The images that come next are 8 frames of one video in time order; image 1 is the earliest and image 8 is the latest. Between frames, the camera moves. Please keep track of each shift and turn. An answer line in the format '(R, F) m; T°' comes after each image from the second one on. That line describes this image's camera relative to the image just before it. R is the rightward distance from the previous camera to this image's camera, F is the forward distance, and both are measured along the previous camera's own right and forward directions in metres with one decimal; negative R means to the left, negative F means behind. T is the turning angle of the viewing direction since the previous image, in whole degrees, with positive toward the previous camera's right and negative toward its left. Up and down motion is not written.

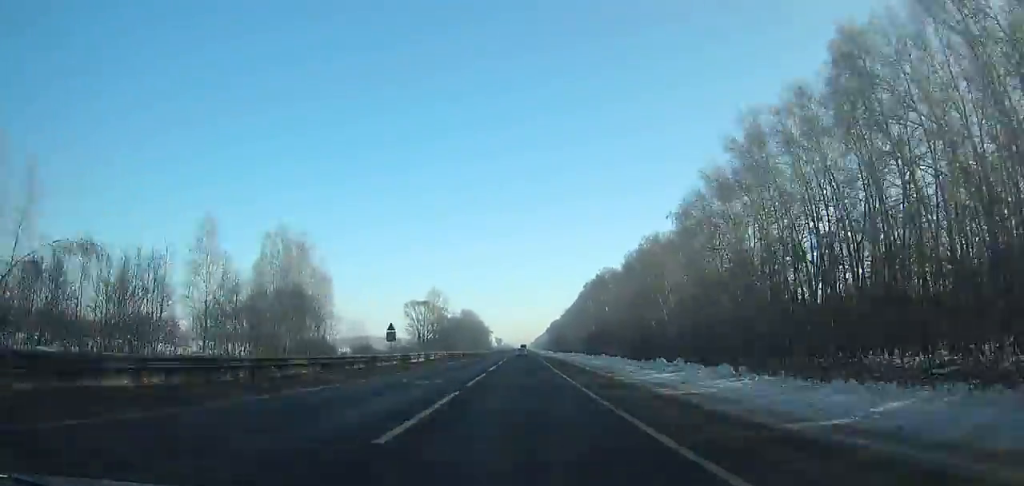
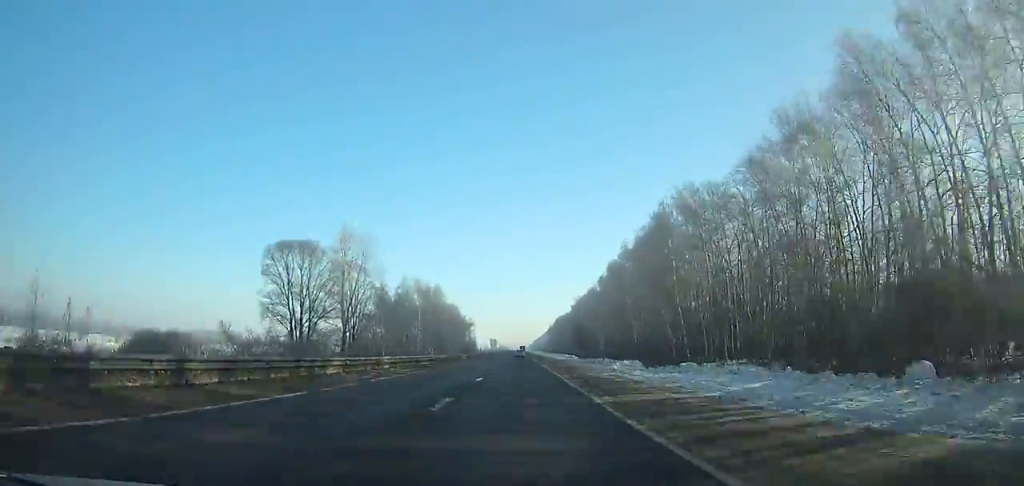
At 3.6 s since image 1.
(+0.3, +97.7) m; 0°
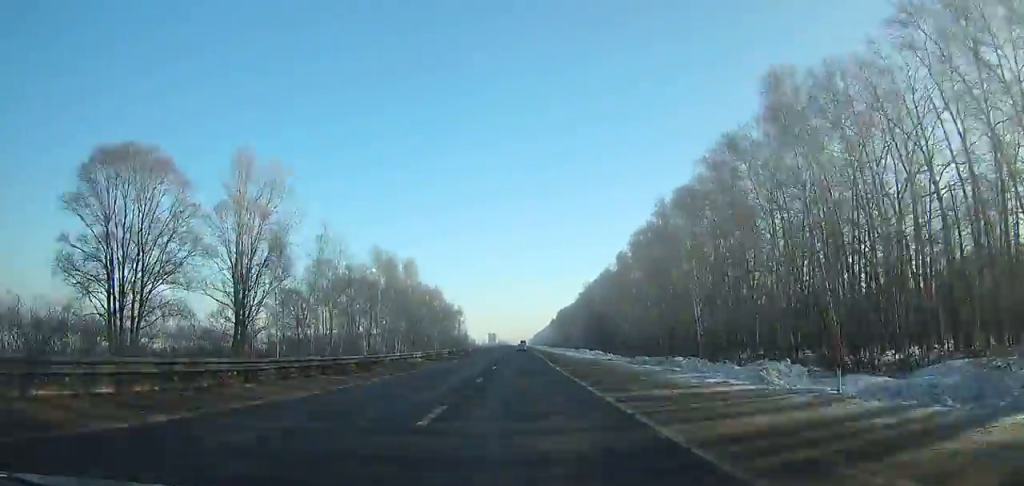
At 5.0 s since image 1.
(0.0, +38.4) m; 0°
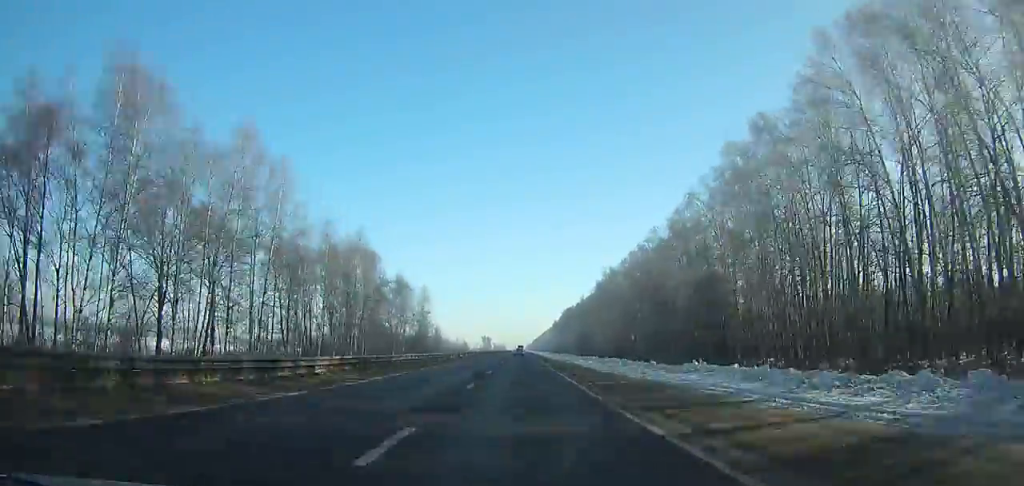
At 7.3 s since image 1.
(0.0, +64.4) m; 0°
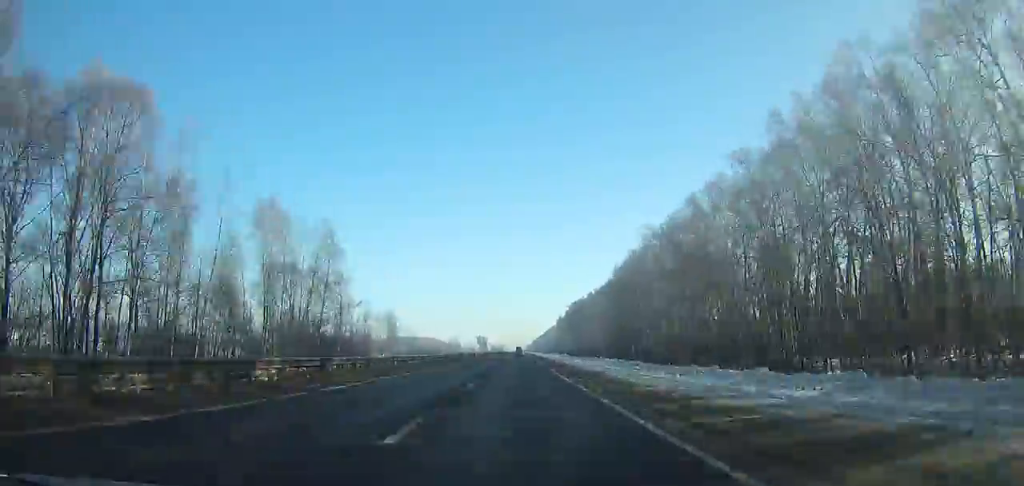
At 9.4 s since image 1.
(+0.2, +59.3) m; 0°
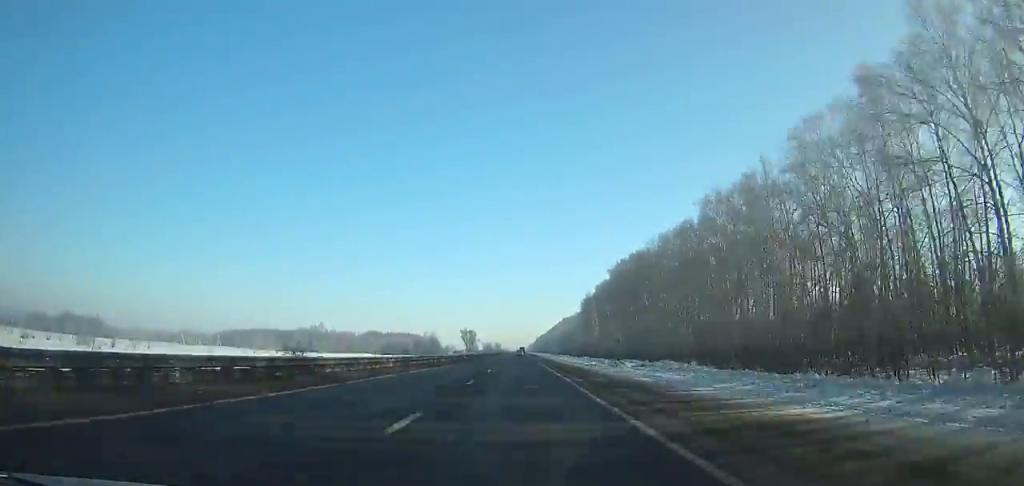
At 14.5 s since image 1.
(-0.1, +145.0) m; 0°
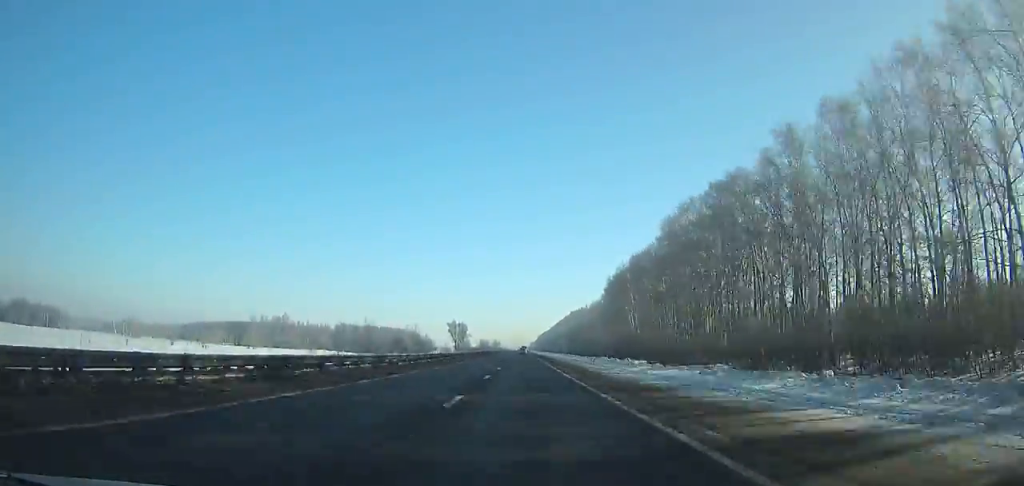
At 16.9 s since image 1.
(-0.2, +68.7) m; 0°
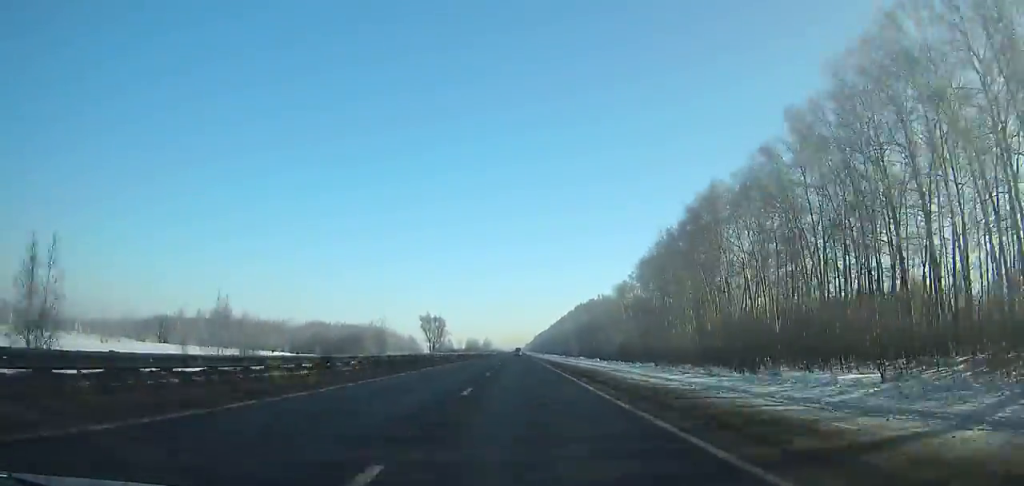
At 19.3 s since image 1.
(+0.3, +68.9) m; 0°
